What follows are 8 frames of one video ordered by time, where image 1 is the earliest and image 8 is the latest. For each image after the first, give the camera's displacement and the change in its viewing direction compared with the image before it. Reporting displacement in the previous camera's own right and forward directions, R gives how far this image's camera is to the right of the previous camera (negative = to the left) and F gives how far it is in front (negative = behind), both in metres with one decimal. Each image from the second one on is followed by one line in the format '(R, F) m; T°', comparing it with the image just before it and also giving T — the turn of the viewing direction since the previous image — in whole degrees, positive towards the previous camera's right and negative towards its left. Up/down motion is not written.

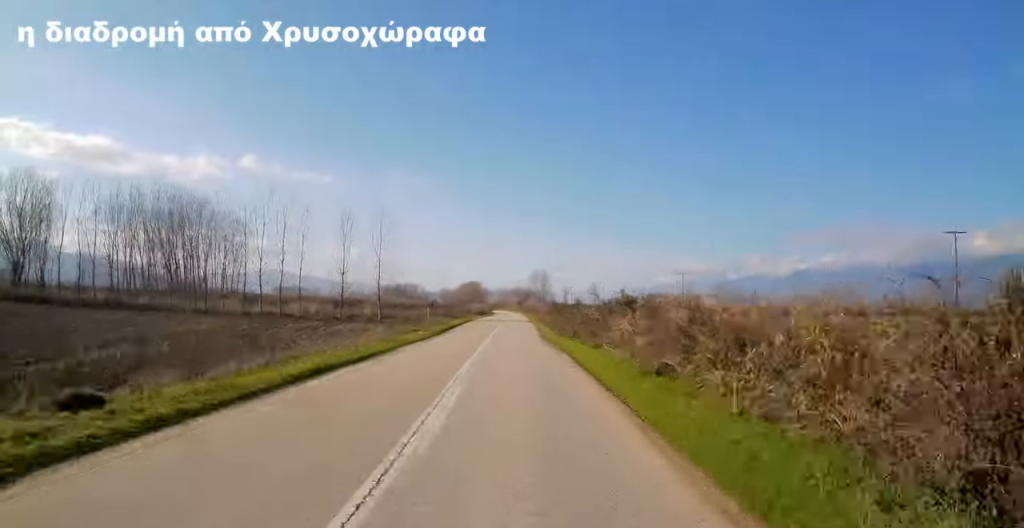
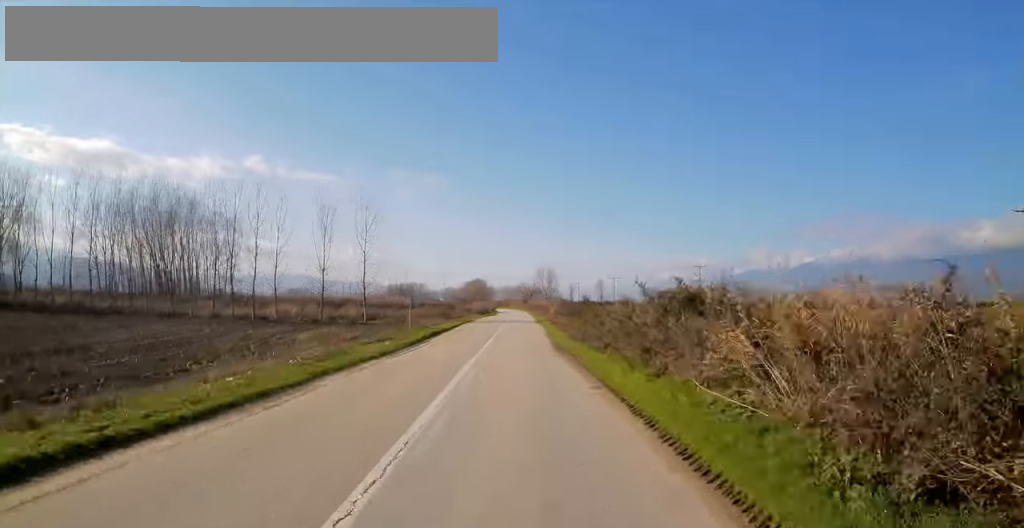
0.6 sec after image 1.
(0.0, +8.8) m; 0°
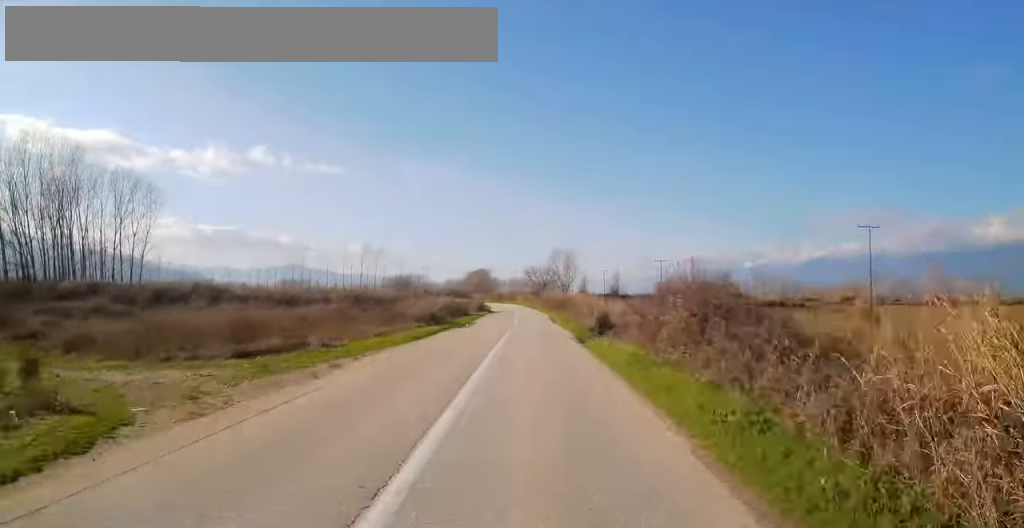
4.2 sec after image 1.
(-0.6, +56.8) m; -1°
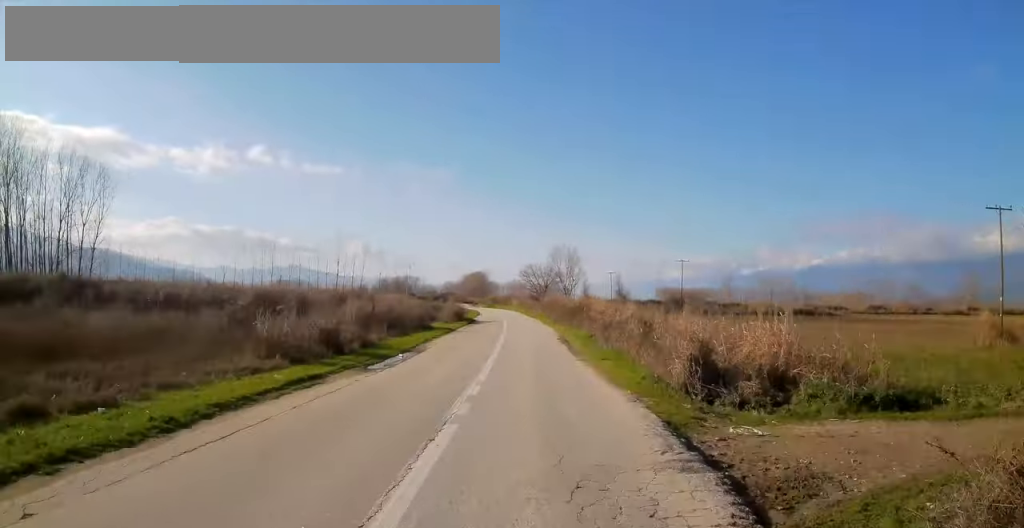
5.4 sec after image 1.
(+0.6, +19.5) m; +2°
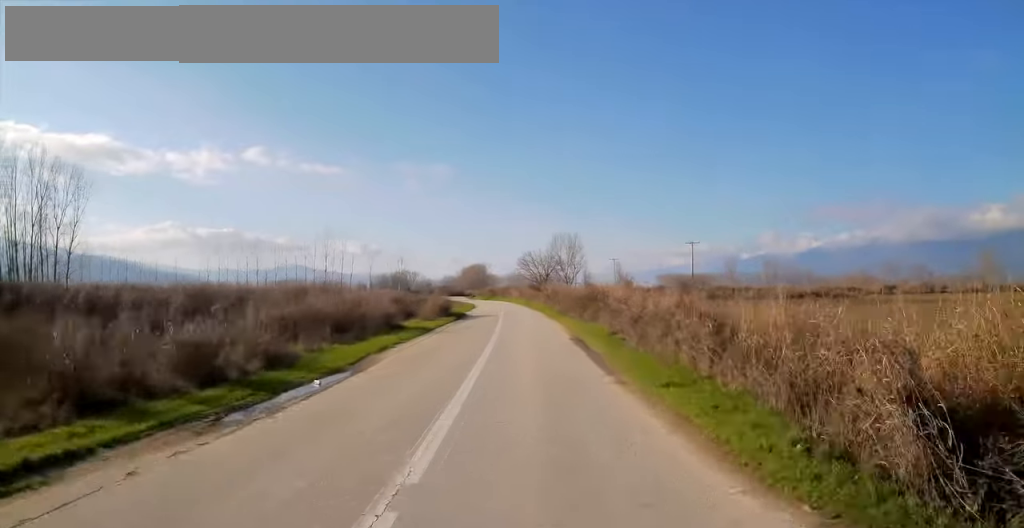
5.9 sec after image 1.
(0.0, +7.9) m; 0°
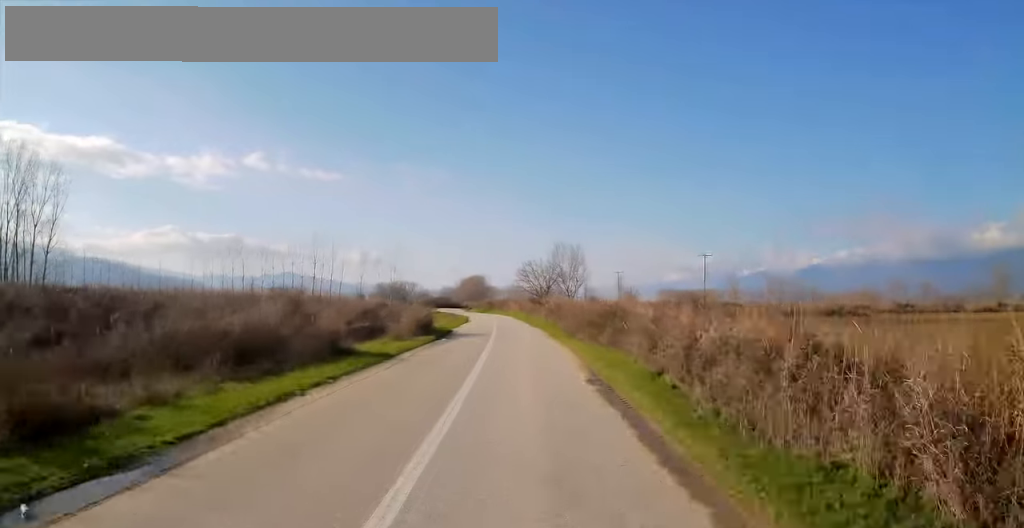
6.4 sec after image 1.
(0.0, +7.4) m; 0°
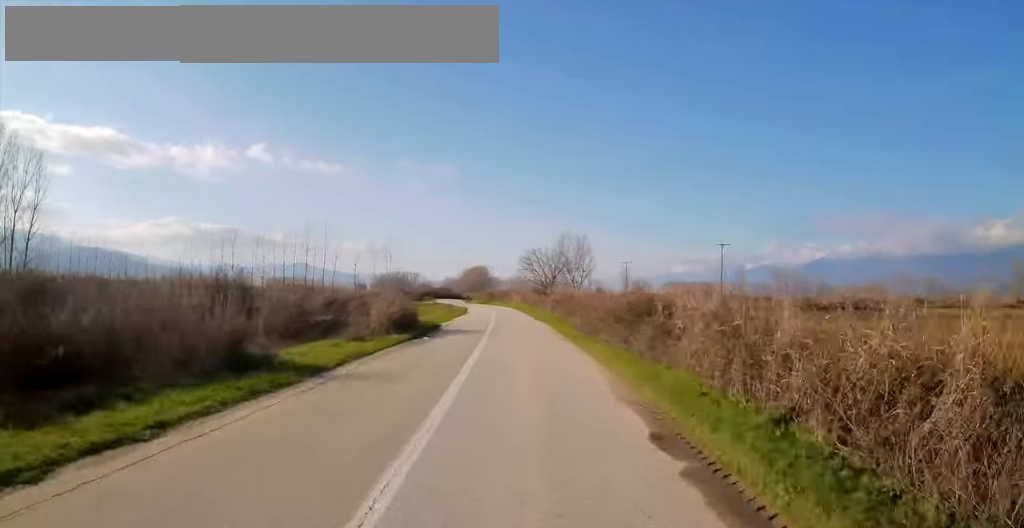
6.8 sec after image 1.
(0.0, +6.8) m; -1°
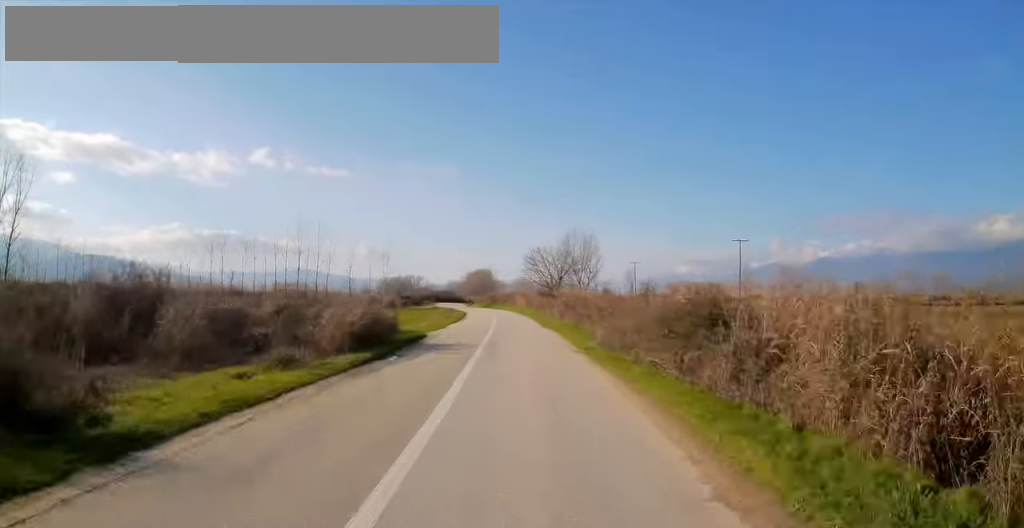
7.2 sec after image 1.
(+0.1, +6.3) m; -1°
